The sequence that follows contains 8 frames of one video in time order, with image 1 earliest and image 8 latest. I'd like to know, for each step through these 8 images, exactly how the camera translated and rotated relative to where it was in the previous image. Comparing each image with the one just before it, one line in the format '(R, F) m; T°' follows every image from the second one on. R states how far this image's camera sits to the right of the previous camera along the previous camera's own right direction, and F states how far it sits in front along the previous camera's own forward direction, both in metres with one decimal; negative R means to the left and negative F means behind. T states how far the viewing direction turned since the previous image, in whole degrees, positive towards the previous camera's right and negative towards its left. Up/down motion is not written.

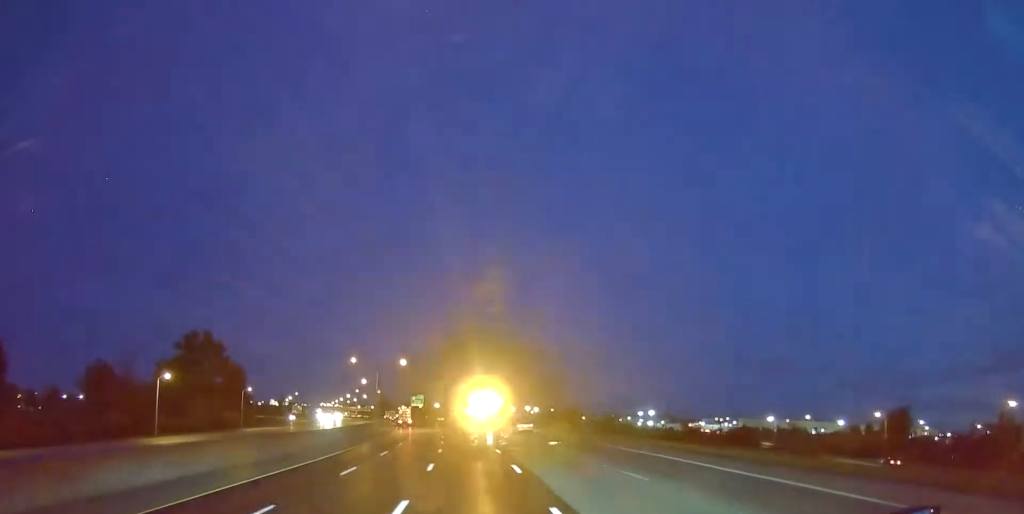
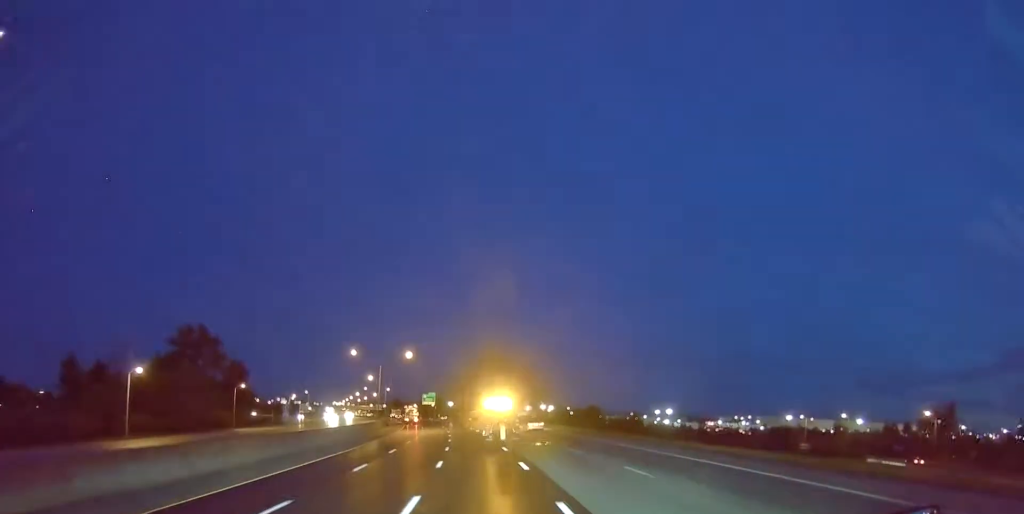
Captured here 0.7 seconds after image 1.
(-0.3, +11.9) m; -2°
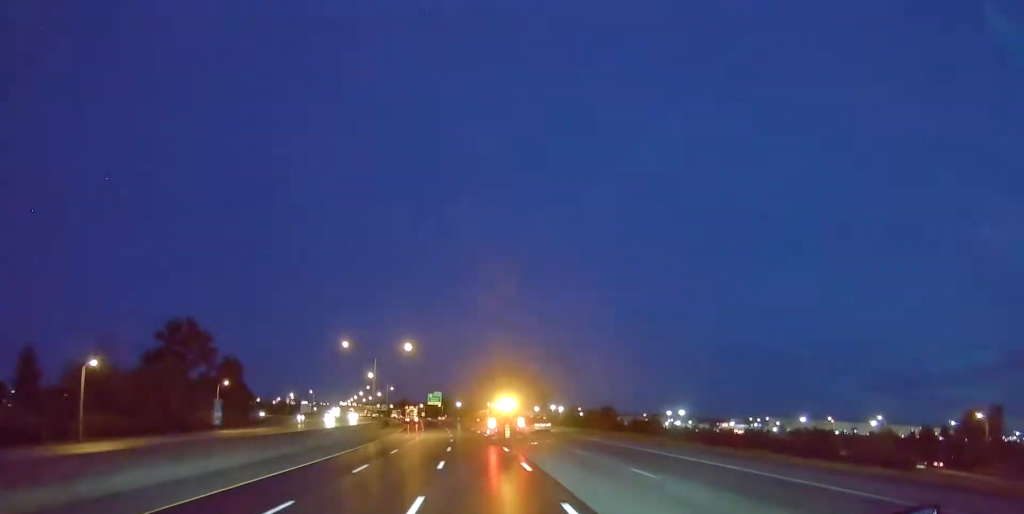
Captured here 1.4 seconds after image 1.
(0.0, +12.9) m; -1°
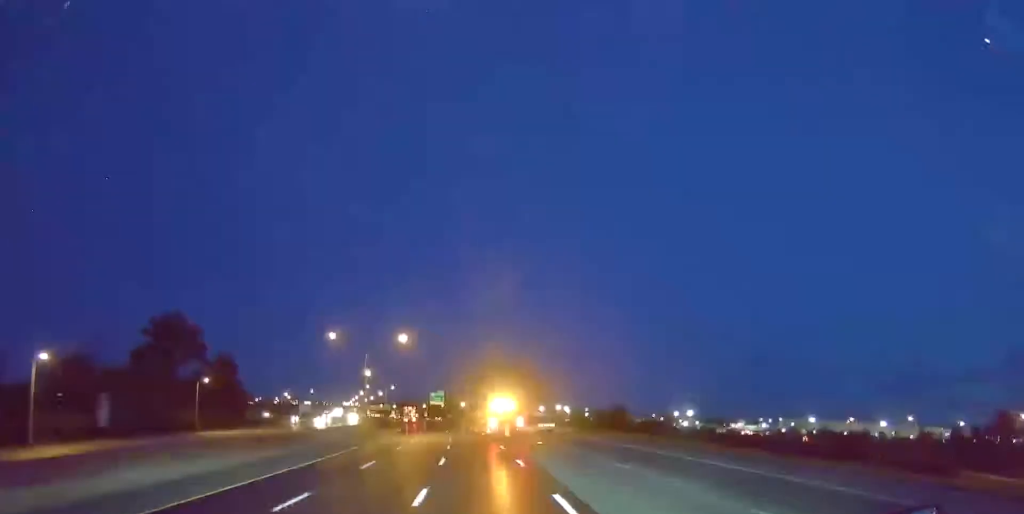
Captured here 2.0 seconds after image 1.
(0.0, +10.1) m; 0°
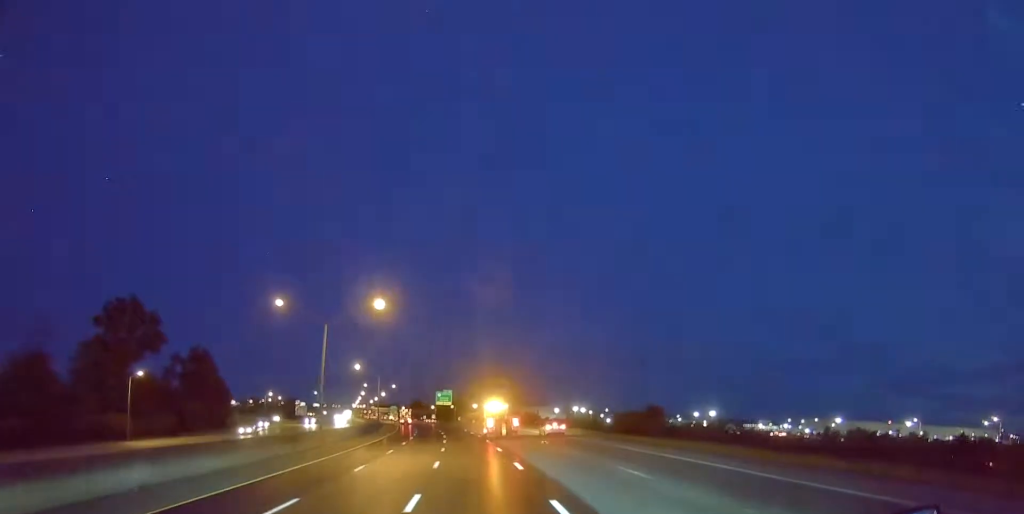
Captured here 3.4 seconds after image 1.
(-0.2, +25.1) m; -1°
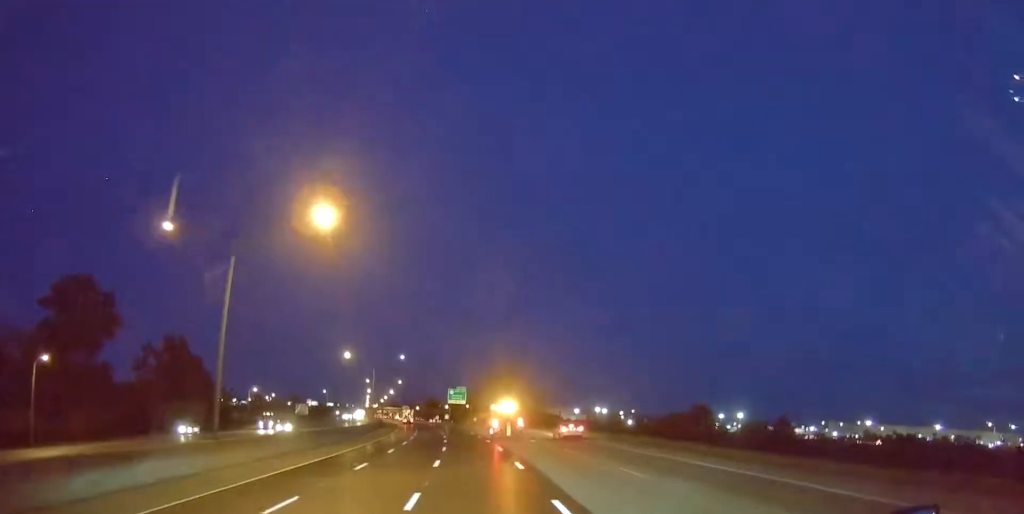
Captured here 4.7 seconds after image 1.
(-0.1, +23.6) m; 0°
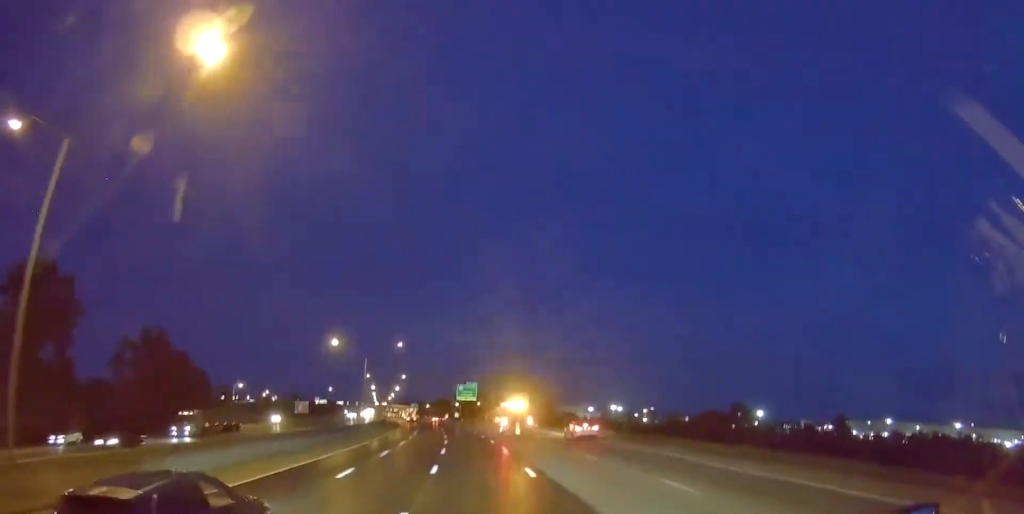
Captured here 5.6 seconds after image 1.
(0.0, +16.3) m; -2°
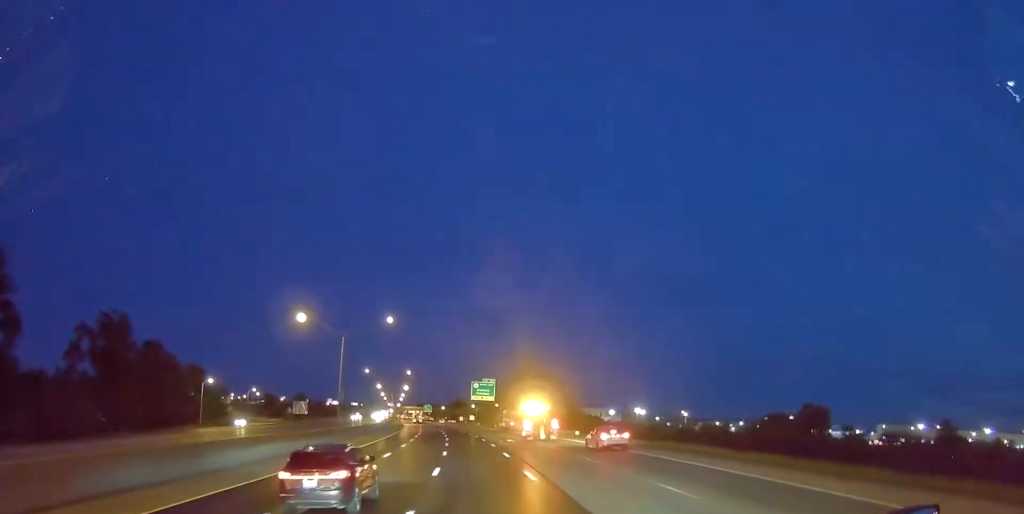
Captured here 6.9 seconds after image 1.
(-1.1, +24.7) m; -3°
